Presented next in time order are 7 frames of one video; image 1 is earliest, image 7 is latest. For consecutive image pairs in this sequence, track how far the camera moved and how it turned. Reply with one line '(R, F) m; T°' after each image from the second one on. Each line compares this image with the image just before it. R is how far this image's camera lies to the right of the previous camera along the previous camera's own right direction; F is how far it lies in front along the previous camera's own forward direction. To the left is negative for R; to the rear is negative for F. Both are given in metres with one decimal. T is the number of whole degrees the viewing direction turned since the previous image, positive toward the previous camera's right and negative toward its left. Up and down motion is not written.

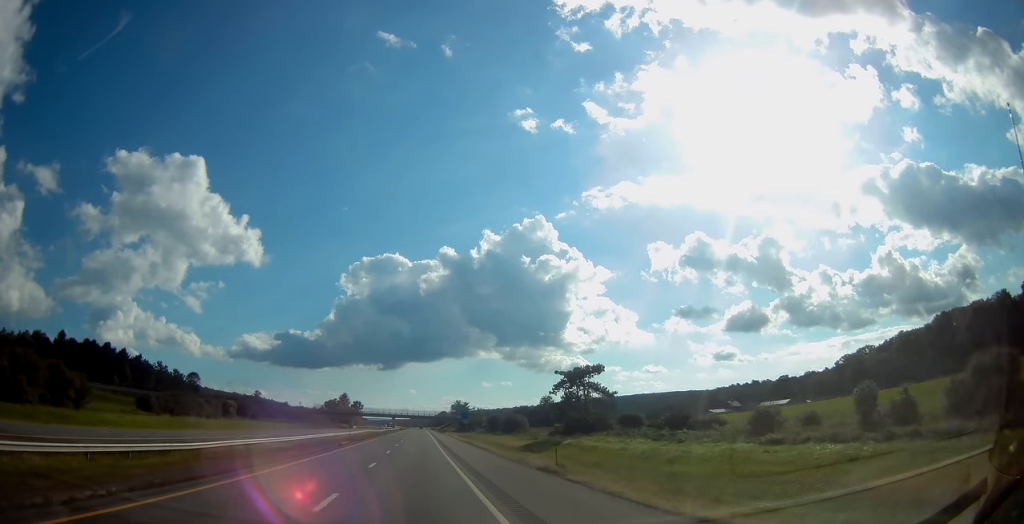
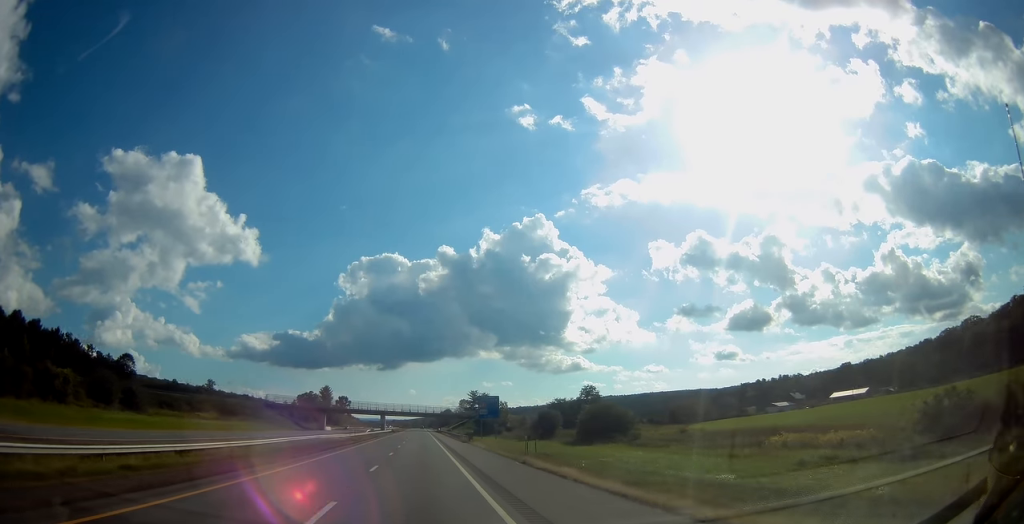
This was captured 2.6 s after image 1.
(0.0, +75.2) m; 0°
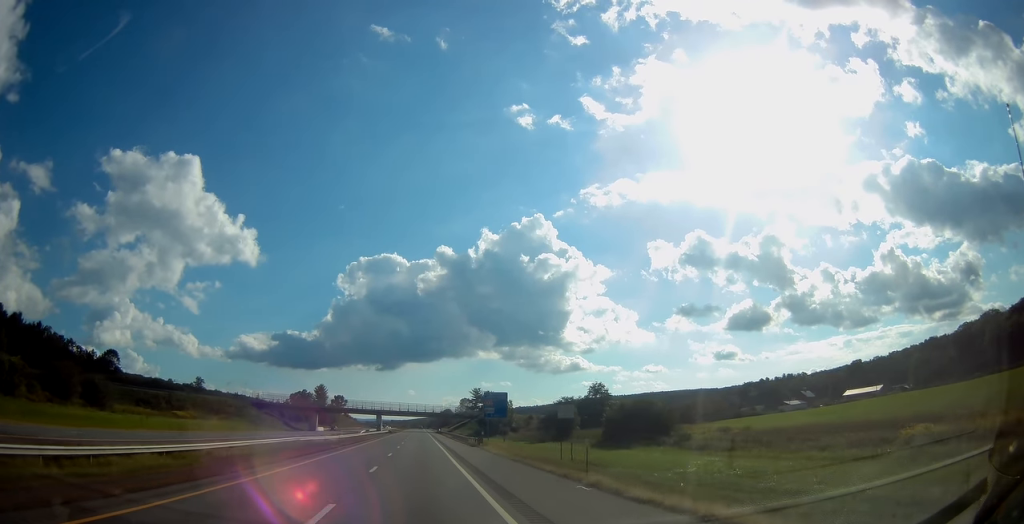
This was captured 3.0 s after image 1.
(0.0, +12.5) m; 0°
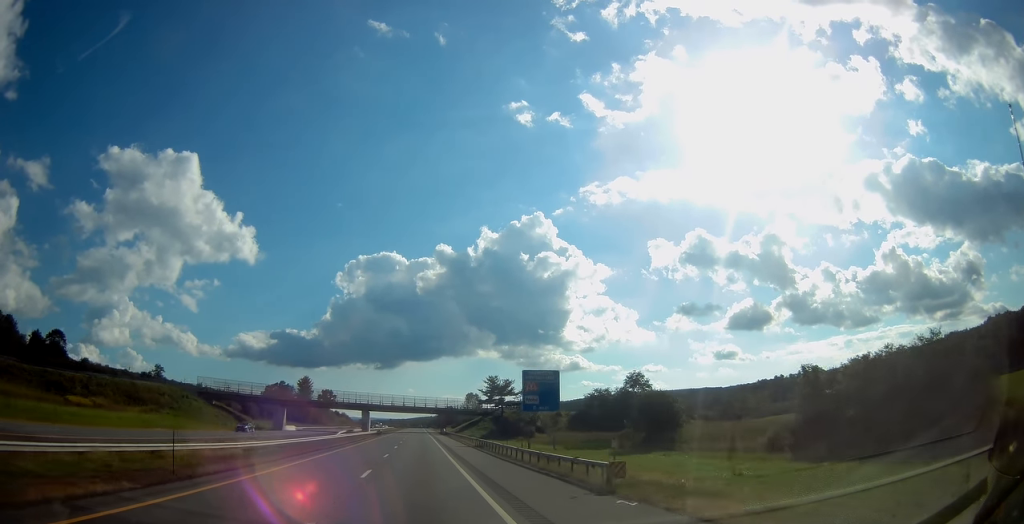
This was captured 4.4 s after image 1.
(+0.1, +39.5) m; 0°
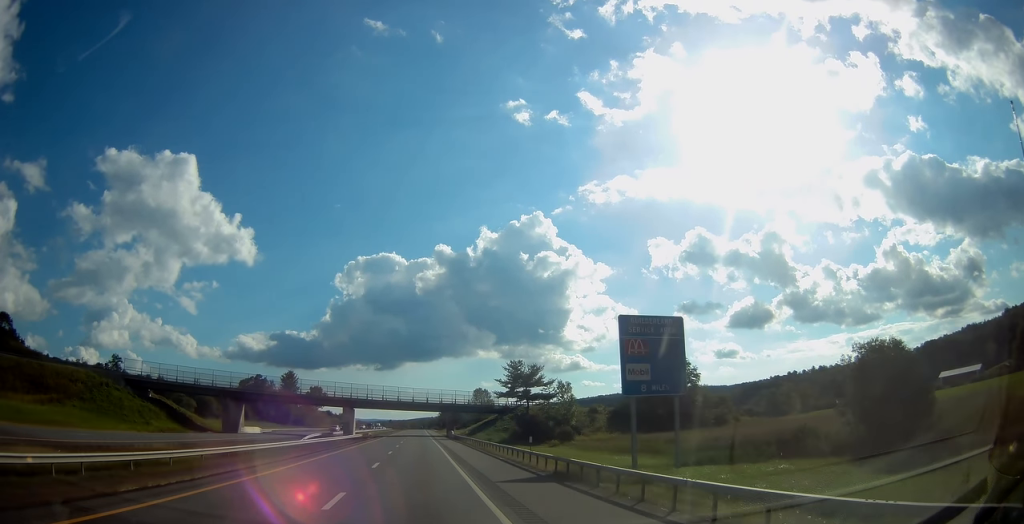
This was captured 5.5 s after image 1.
(-0.1, +31.8) m; 0°
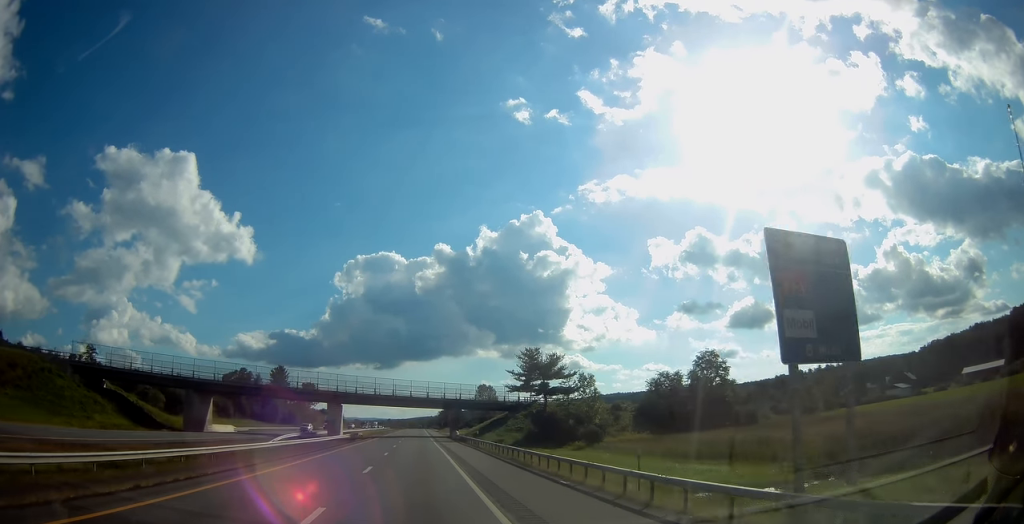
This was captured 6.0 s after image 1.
(-0.2, +15.4) m; 0°
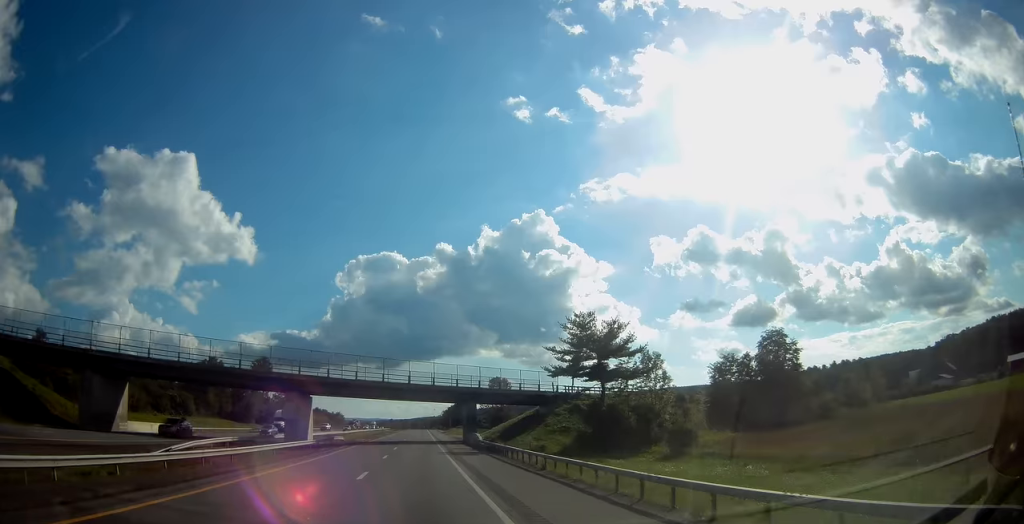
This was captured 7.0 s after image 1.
(+0.3, +26.9) m; 0°
